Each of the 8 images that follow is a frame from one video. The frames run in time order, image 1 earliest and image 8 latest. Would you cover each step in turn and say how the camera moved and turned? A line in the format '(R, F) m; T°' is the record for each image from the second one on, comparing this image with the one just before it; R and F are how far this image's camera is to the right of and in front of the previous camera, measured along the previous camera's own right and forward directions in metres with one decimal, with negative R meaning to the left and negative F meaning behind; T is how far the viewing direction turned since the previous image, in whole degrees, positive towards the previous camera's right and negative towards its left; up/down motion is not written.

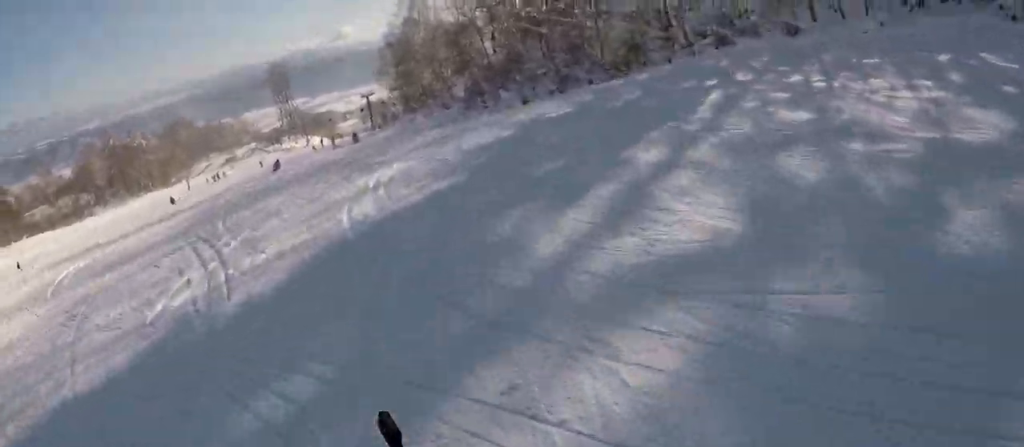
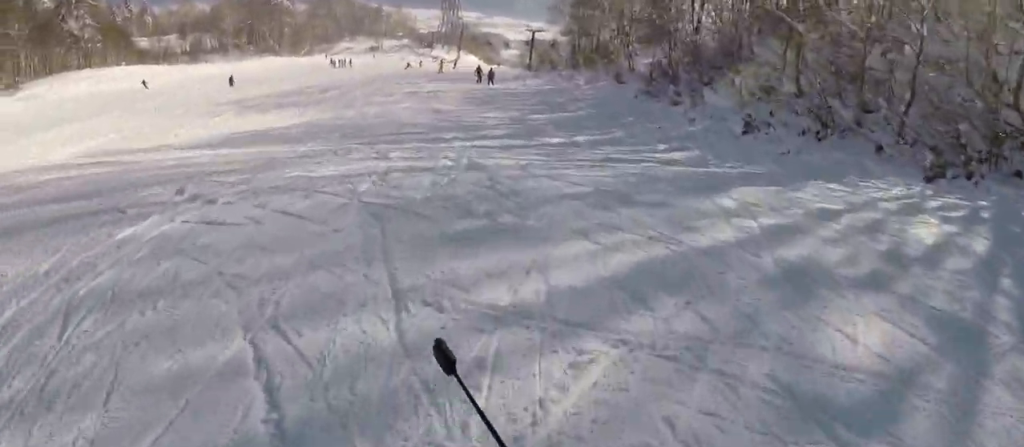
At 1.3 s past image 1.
(+0.8, +15.6) m; +6°
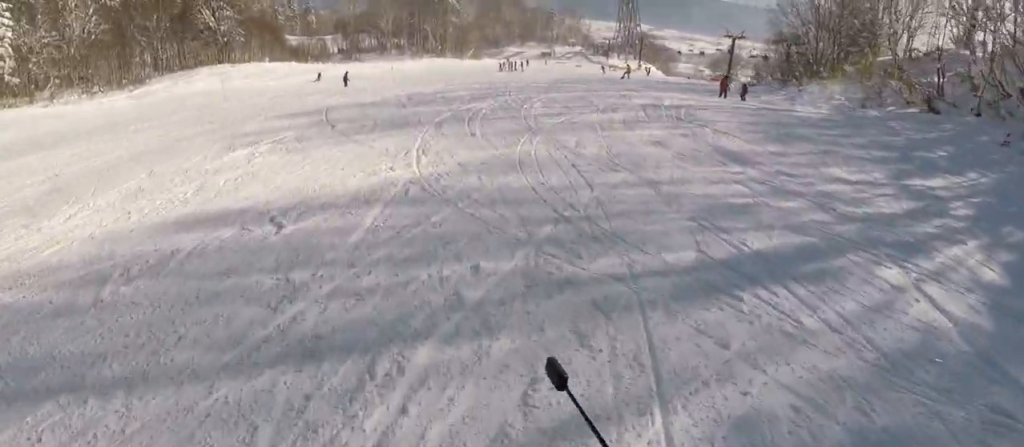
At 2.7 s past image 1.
(0.0, +16.7) m; -14°
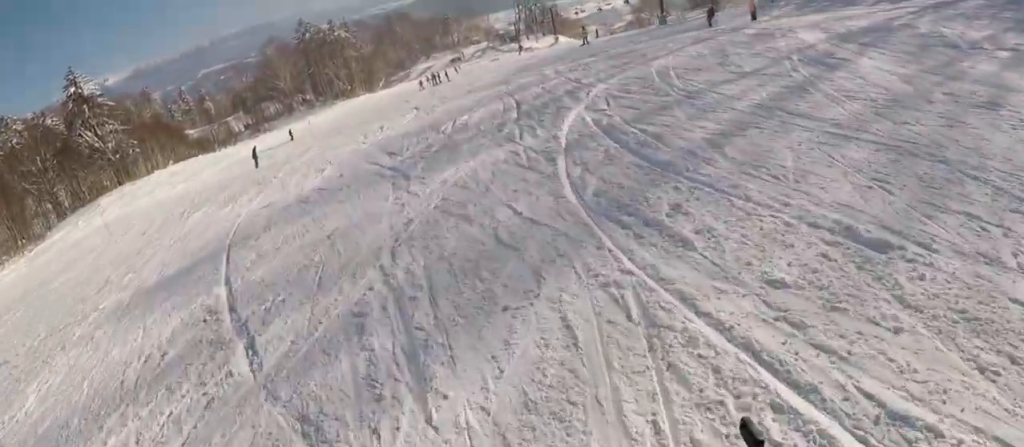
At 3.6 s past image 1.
(-2.7, +10.1) m; -7°
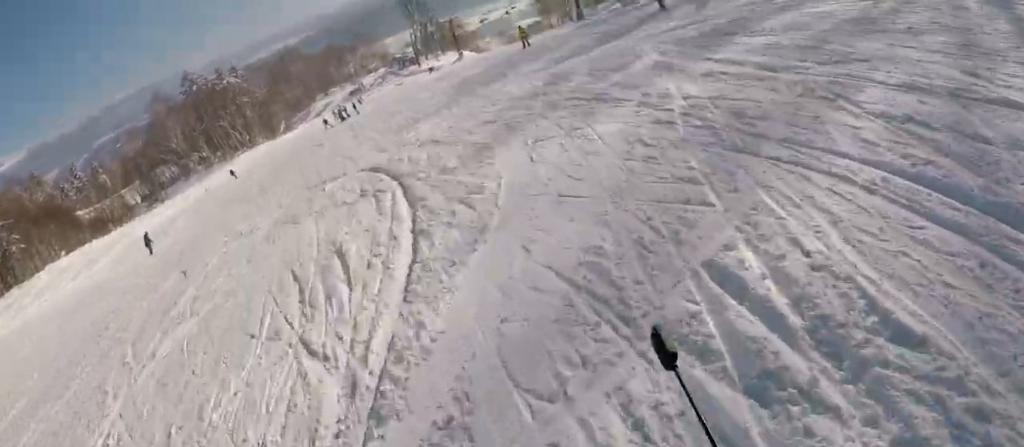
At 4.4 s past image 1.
(+1.0, +8.5) m; 0°
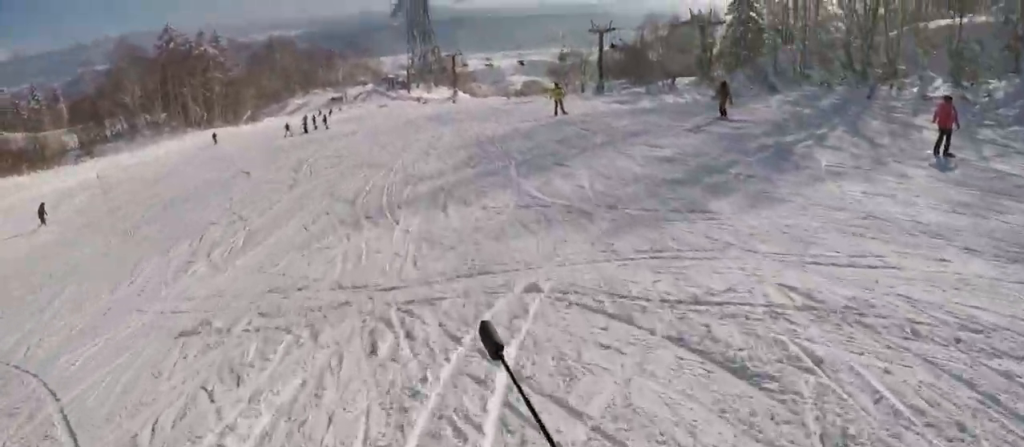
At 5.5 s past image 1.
(-0.9, +12.5) m; +8°
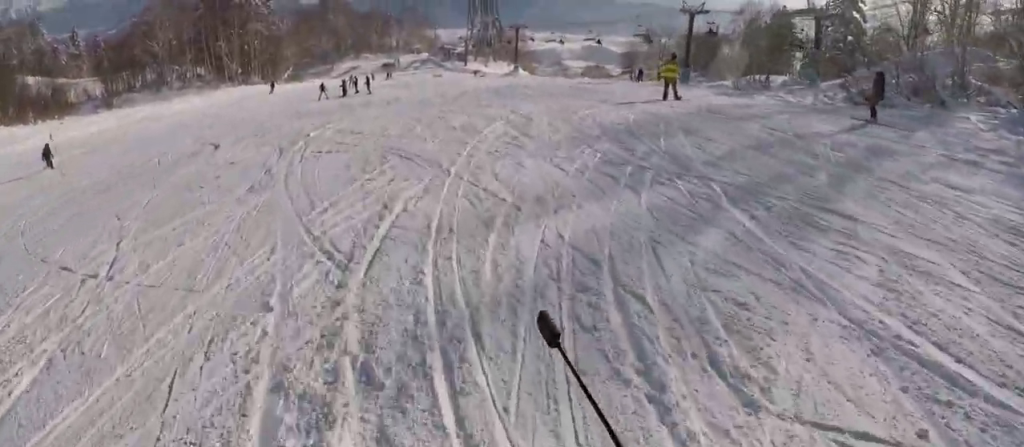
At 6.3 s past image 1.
(+1.9, +8.7) m; +6°
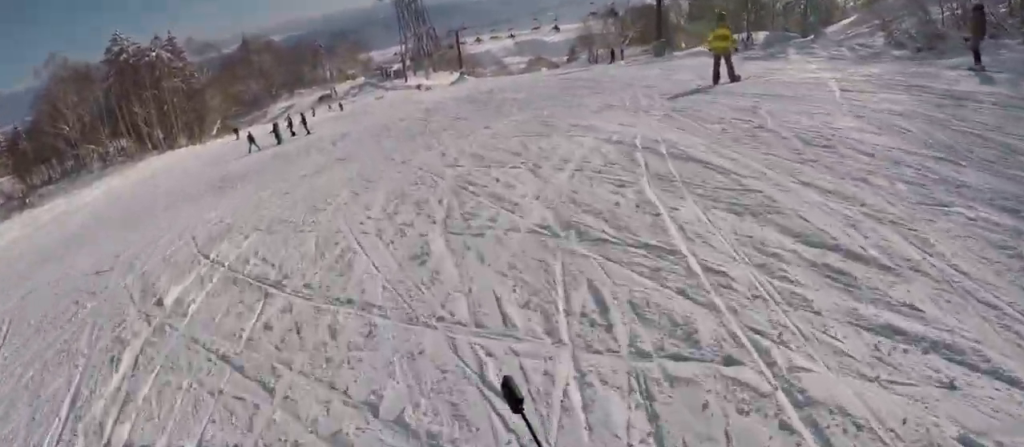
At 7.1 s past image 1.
(+0.1, +8.6) m; +3°
